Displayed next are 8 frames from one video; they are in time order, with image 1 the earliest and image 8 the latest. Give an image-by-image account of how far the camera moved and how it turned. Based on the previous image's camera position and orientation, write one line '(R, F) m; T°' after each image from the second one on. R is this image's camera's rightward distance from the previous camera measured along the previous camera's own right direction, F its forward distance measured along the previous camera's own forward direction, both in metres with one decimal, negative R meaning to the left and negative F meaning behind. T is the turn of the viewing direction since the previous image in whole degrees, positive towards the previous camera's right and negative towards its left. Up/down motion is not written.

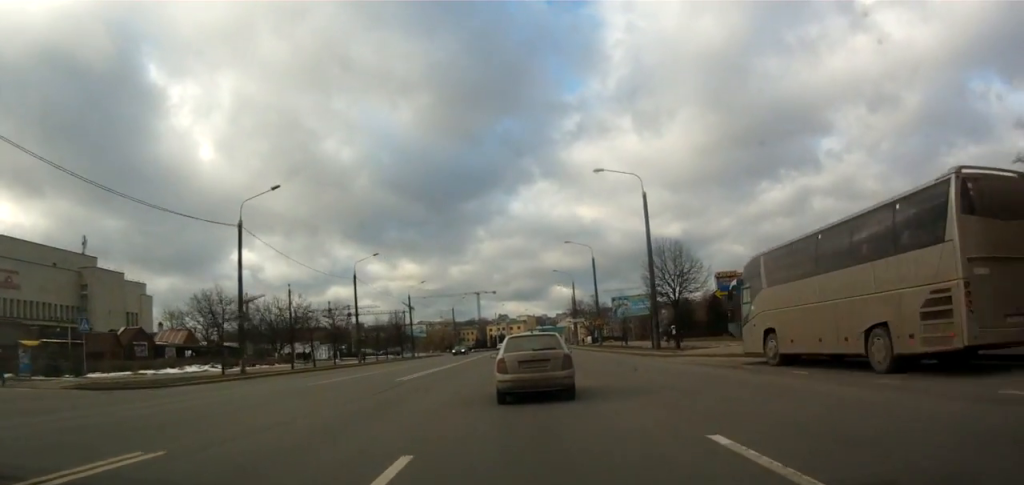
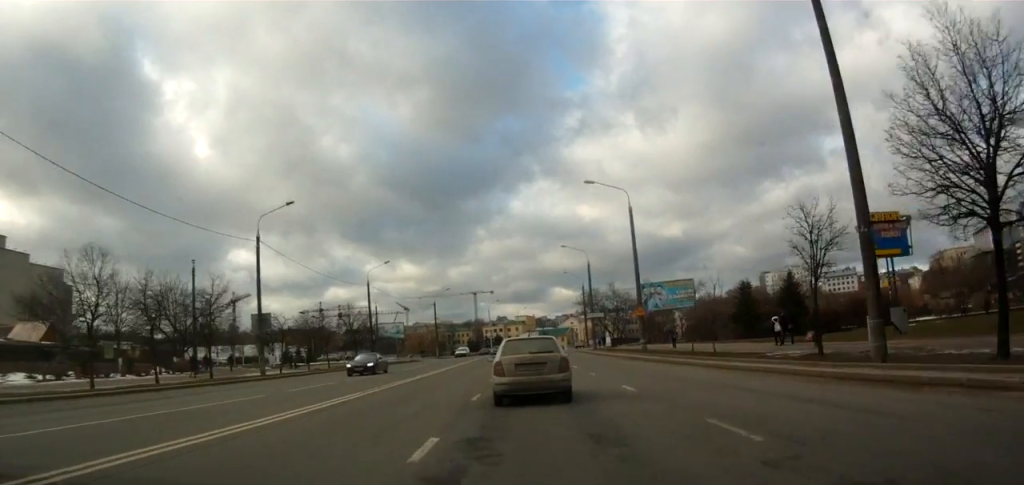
(-0.6, +26.0) m; -1°
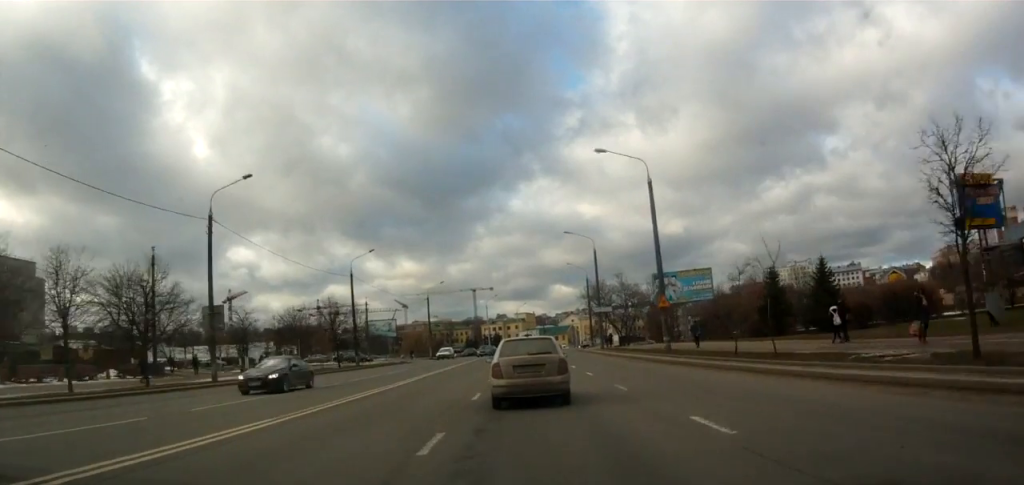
(+0.1, +7.2) m; +1°
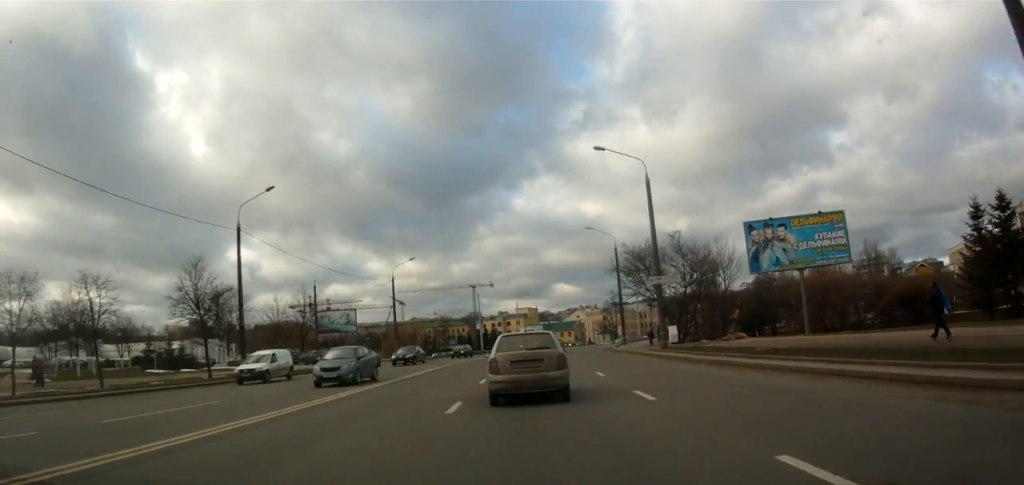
(+0.9, +27.6) m; +1°
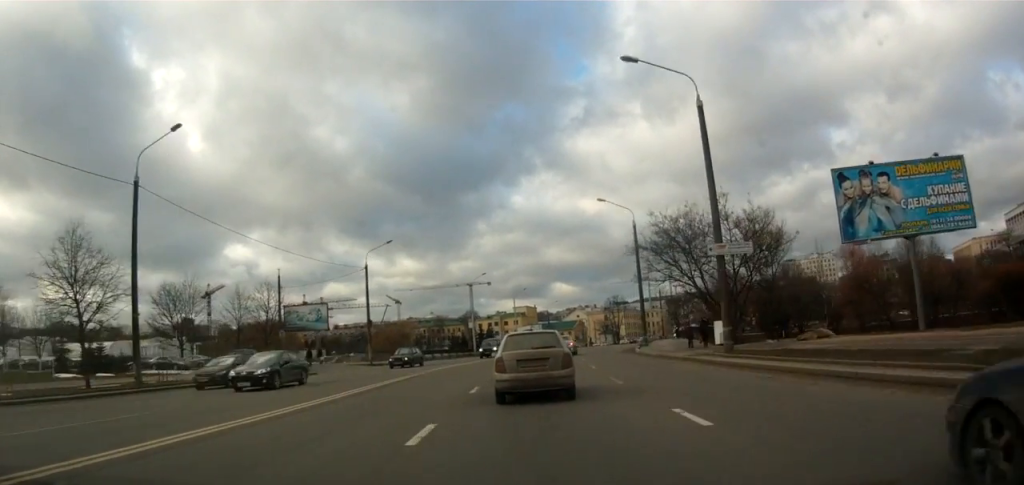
(-0.3, +11.6) m; -2°
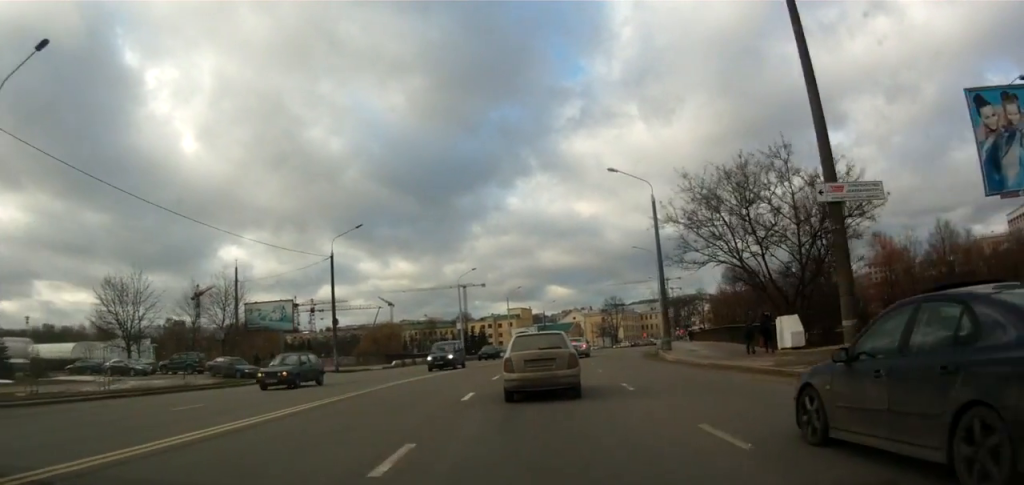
(-0.2, +9.9) m; 0°
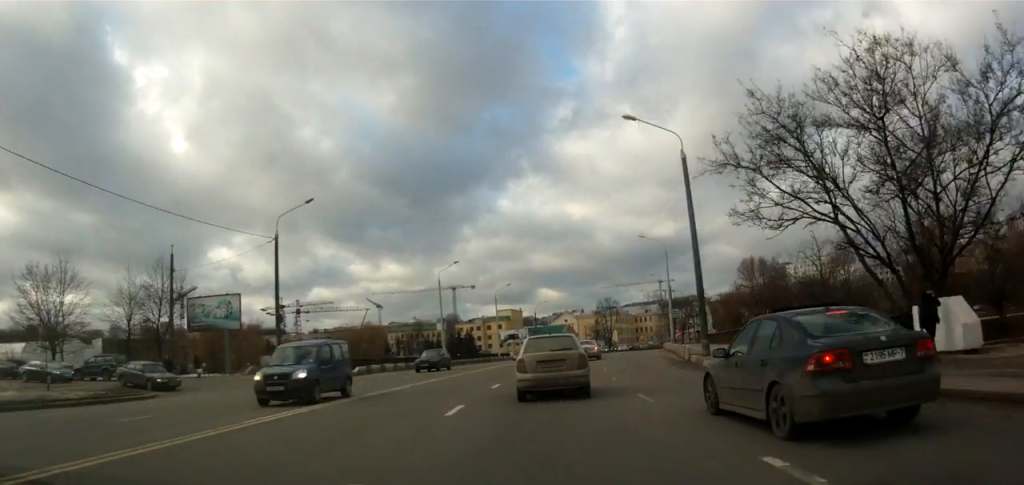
(0.0, +10.2) m; +2°
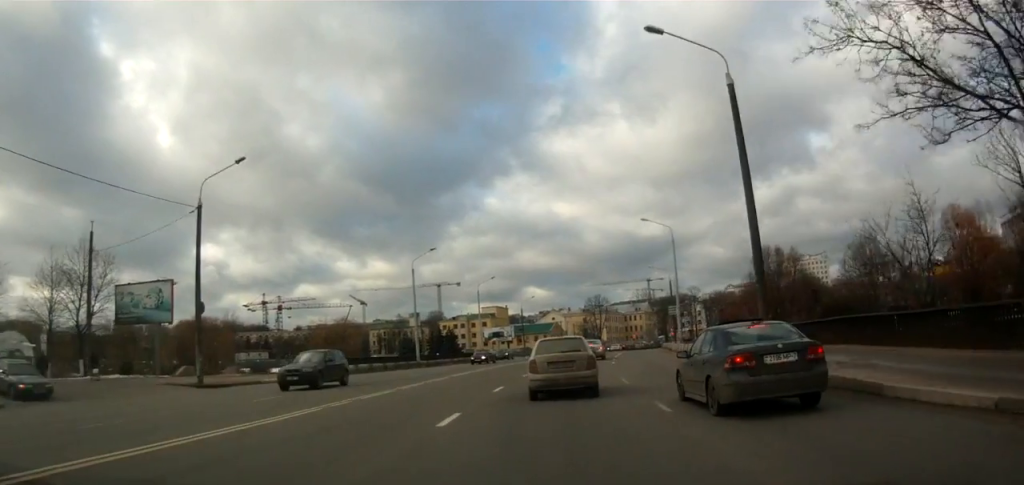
(+0.2, +9.4) m; +4°
